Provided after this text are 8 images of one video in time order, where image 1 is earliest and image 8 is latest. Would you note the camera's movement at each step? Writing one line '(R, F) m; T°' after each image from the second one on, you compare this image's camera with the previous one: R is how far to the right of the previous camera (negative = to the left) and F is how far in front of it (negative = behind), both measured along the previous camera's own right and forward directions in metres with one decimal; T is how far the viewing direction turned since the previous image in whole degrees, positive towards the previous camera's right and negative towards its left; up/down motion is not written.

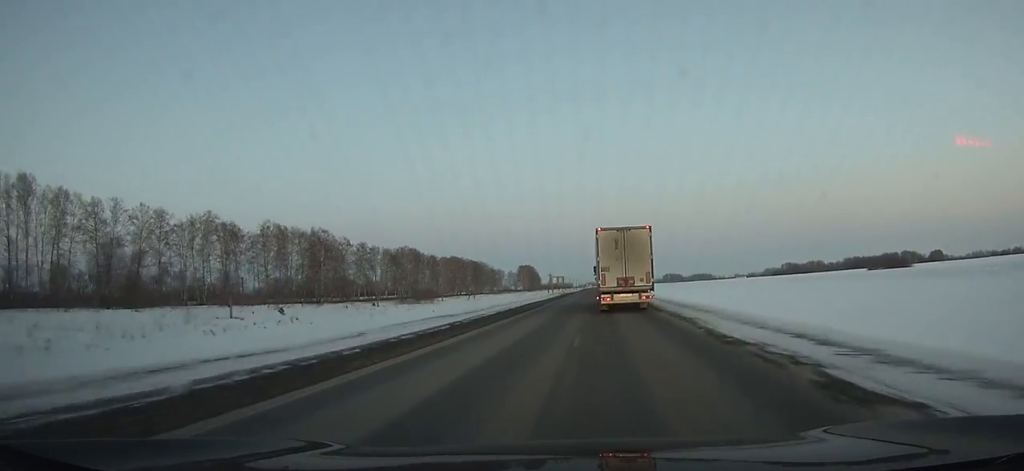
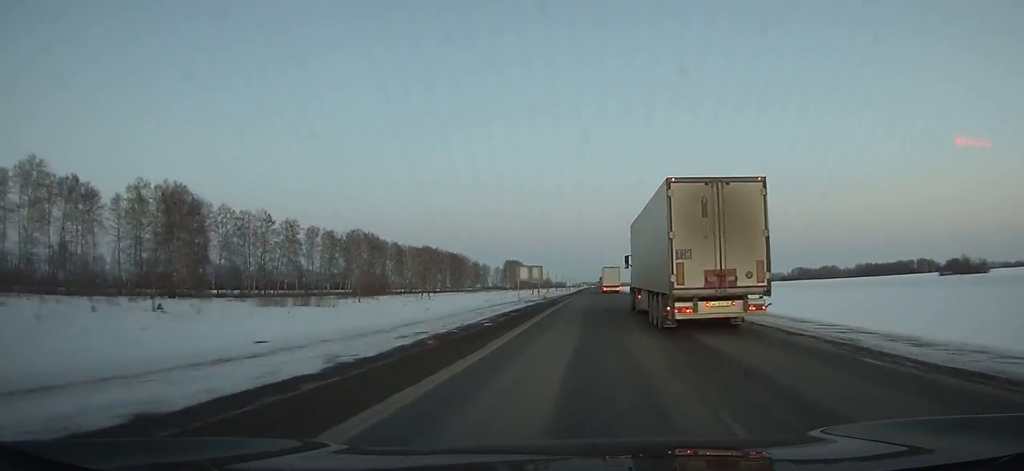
(-0.2, +59.0) m; 0°
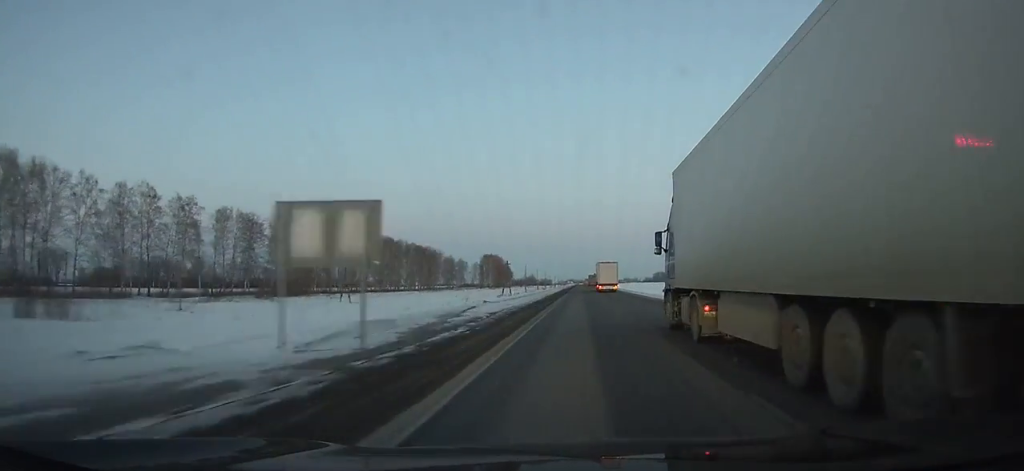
(0.0, +46.6) m; 0°
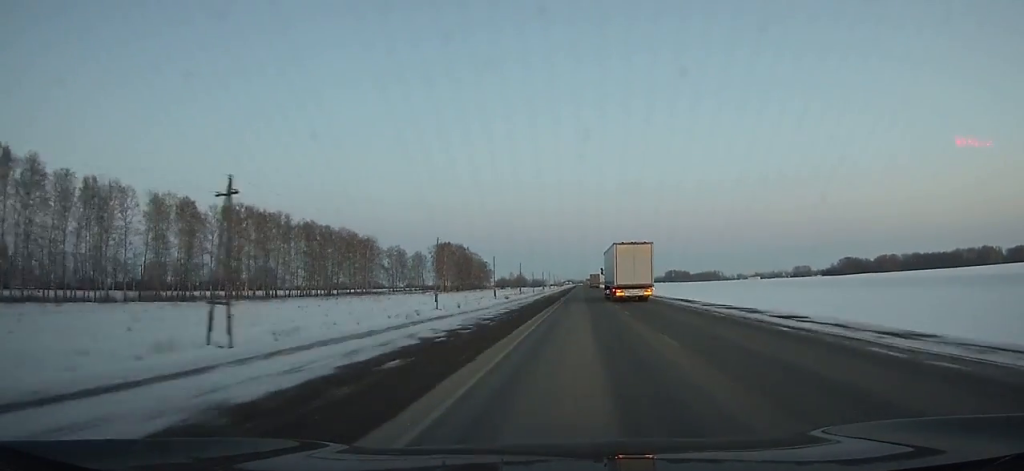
(+0.9, +122.5) m; 0°
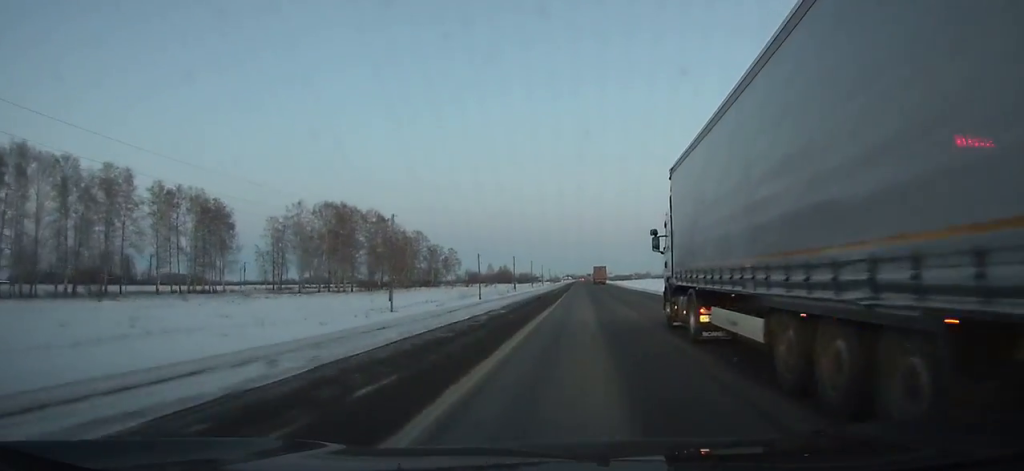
(+0.1, +123.8) m; 0°
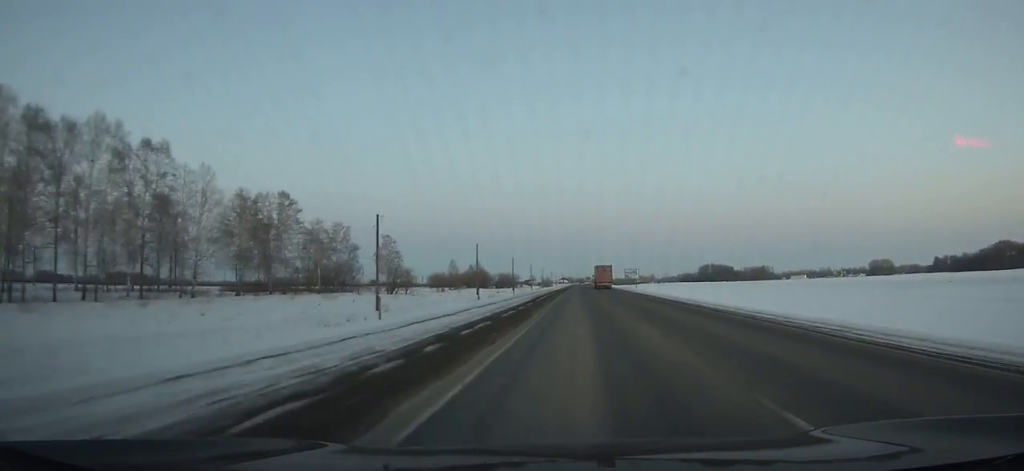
(+0.7, +104.5) m; +1°
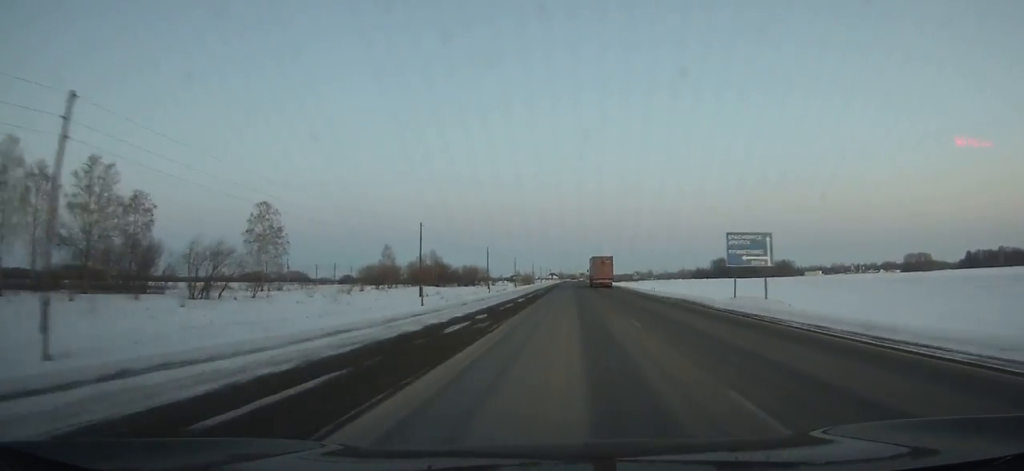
(+0.2, +83.7) m; 0°
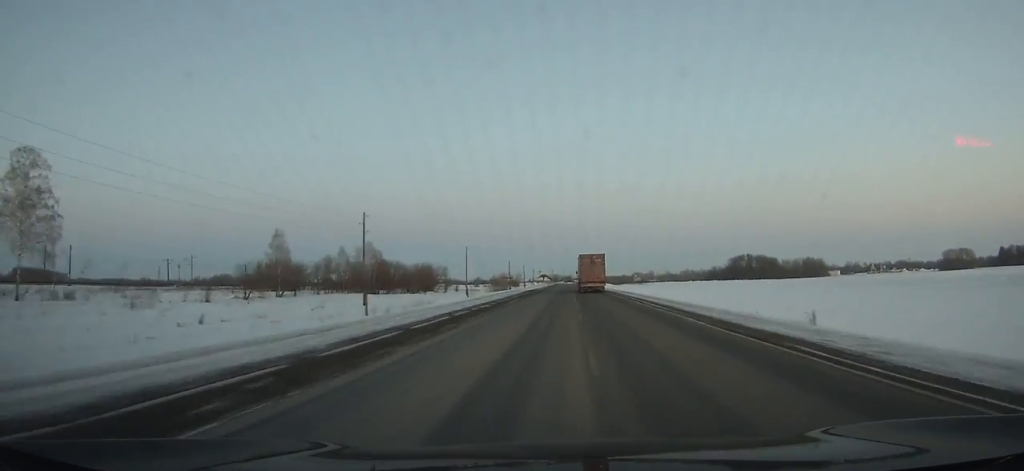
(+0.3, +68.9) m; 0°
